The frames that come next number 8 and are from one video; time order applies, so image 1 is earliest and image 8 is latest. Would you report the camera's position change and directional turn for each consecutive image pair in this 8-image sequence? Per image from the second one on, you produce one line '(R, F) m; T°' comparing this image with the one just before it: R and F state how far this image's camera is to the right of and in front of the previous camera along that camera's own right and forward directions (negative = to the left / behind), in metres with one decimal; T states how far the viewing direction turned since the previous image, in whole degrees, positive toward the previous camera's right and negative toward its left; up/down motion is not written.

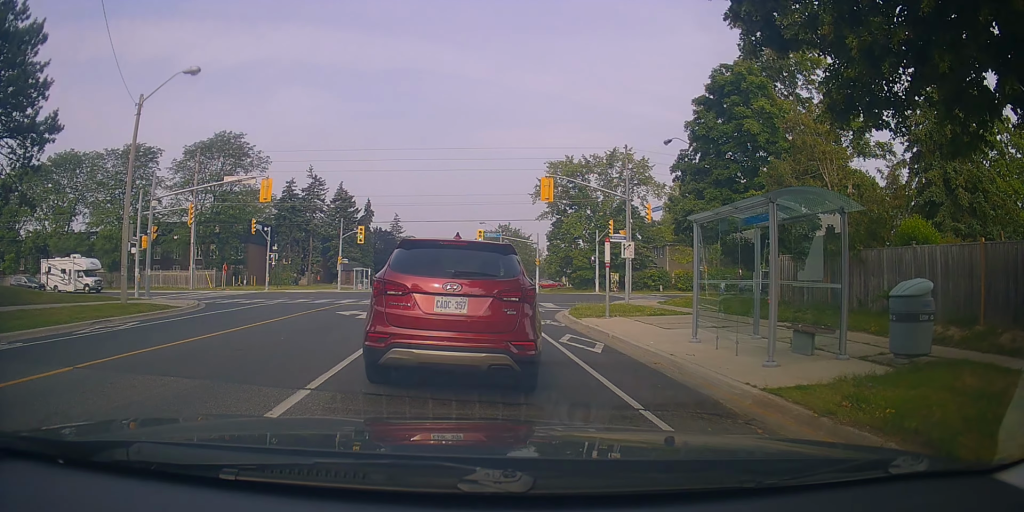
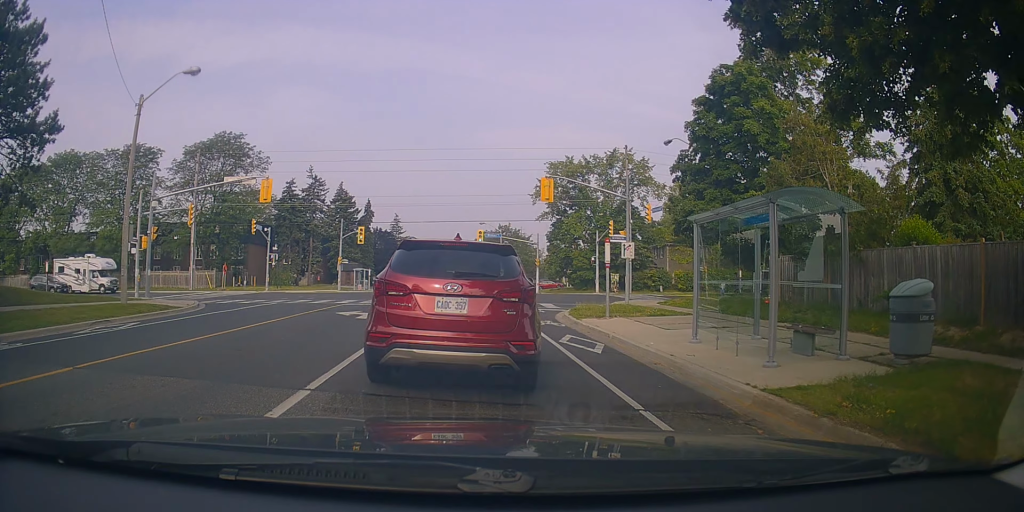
(0.0, 0.0) m; 0°
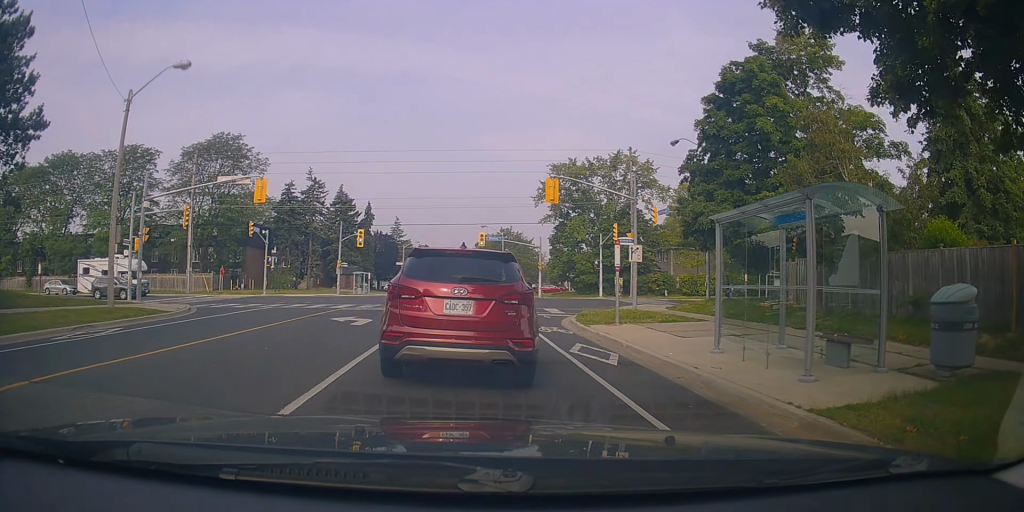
(+0.1, +0.4) m; 0°
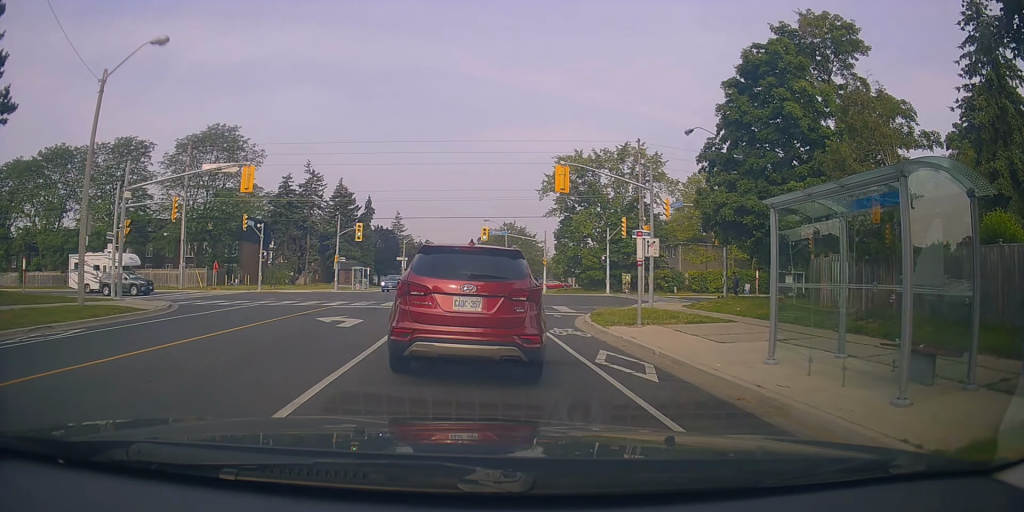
(+0.3, +1.1) m; 0°
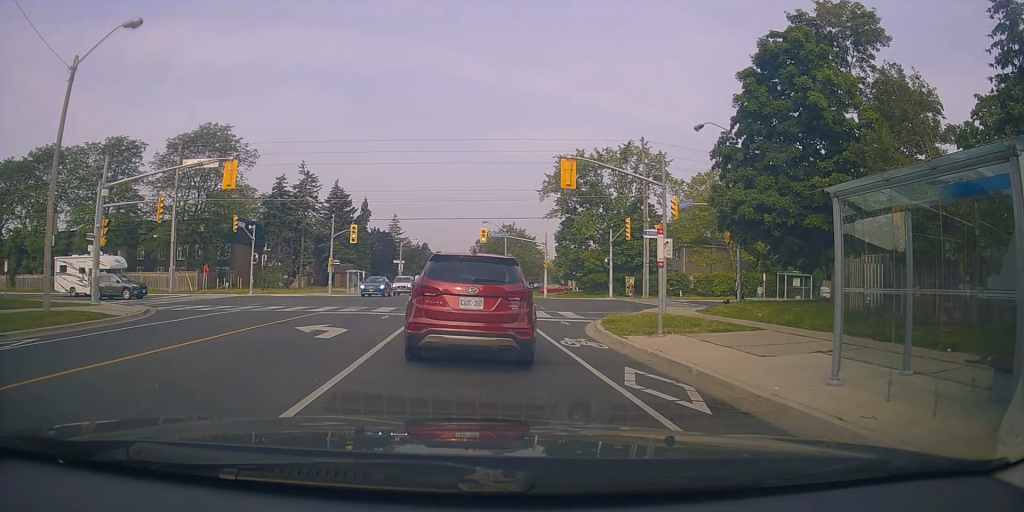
(+0.1, +1.7) m; -1°
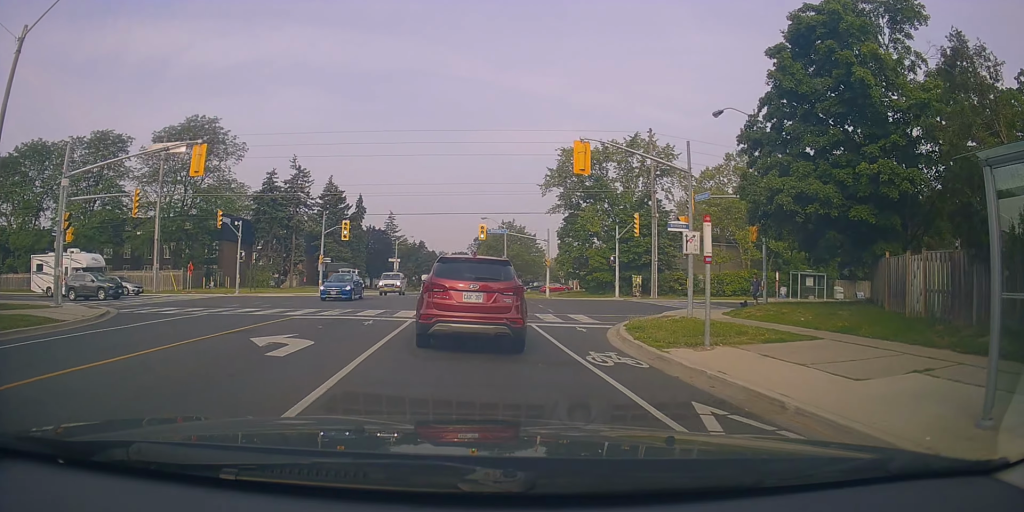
(-0.2, +2.6) m; -2°
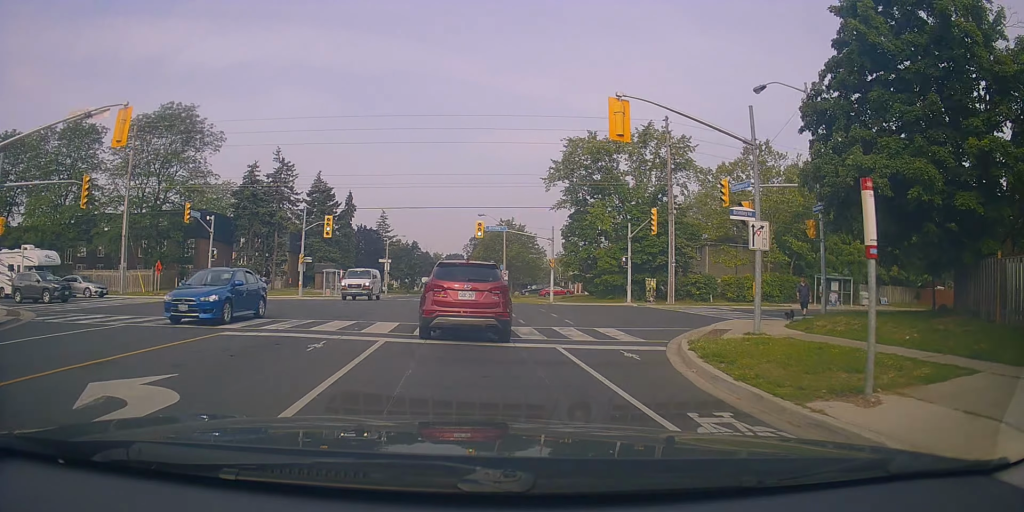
(+0.1, +4.8) m; -1°
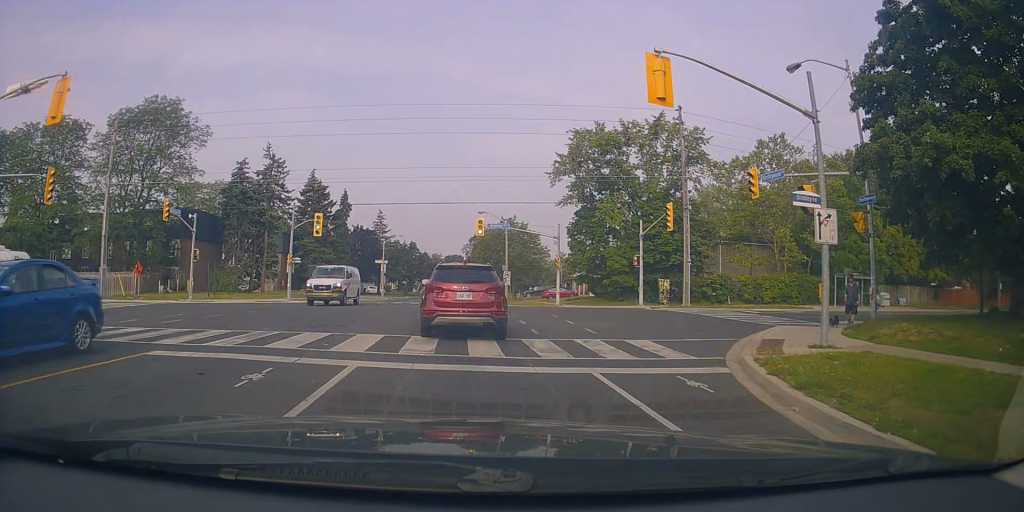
(-0.2, +3.0) m; 0°
